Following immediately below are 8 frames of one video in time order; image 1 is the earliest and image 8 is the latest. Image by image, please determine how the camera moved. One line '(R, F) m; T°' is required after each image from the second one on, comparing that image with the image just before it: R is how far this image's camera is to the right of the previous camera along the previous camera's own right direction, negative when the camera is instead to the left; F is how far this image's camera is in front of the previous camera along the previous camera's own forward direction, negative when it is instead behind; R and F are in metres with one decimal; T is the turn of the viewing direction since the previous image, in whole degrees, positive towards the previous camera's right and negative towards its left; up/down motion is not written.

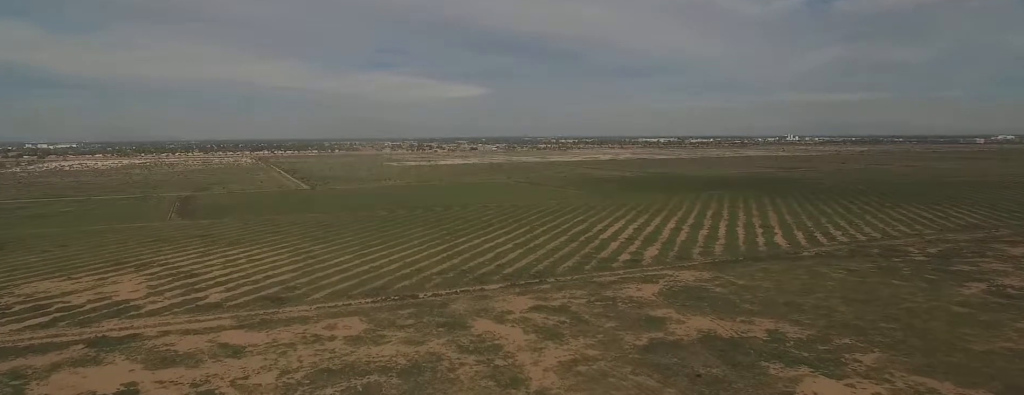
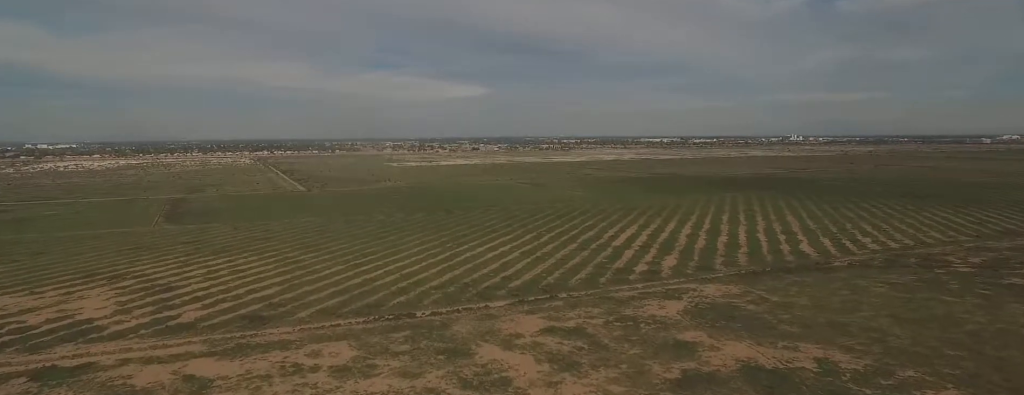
(+0.1, +20.0) m; 0°
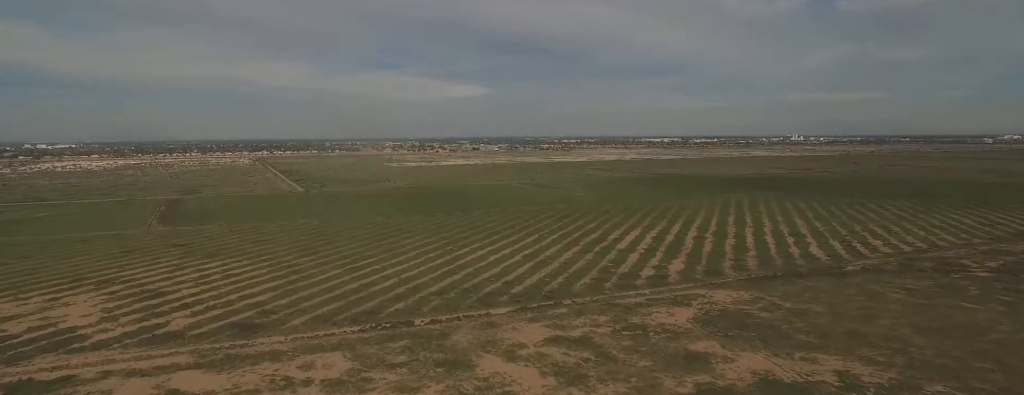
(0.0, +7.3) m; 0°
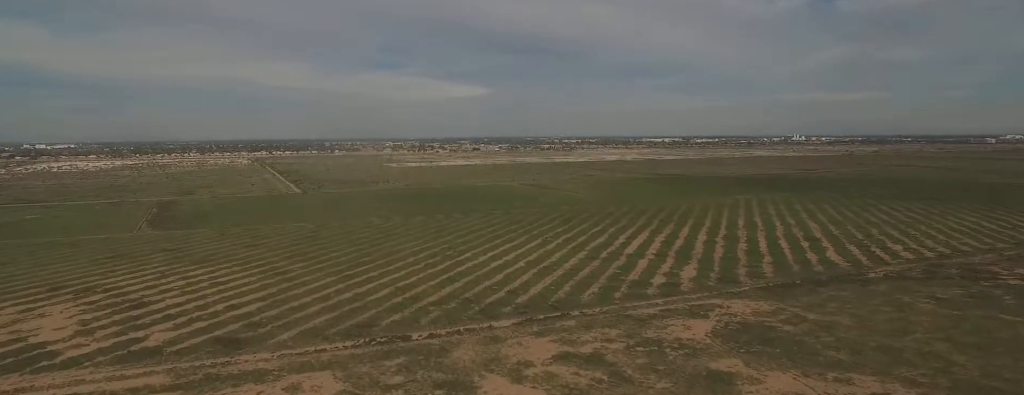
(0.0, +11.4) m; 0°
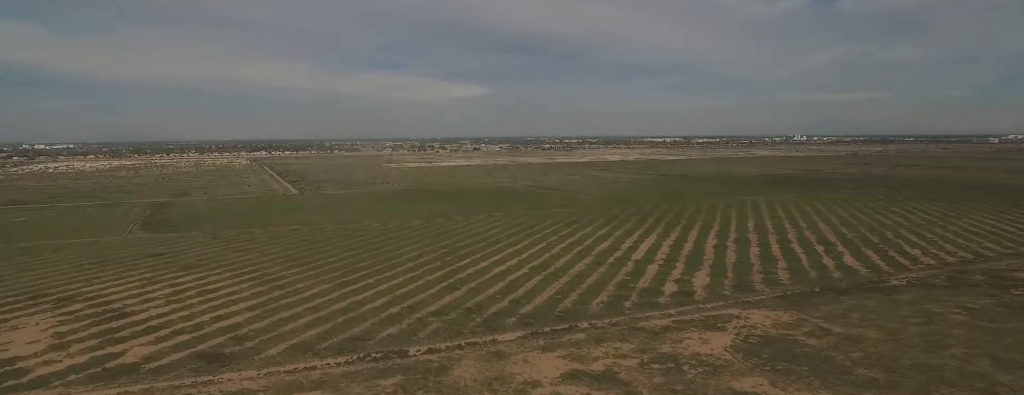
(0.0, +10.3) m; 0°
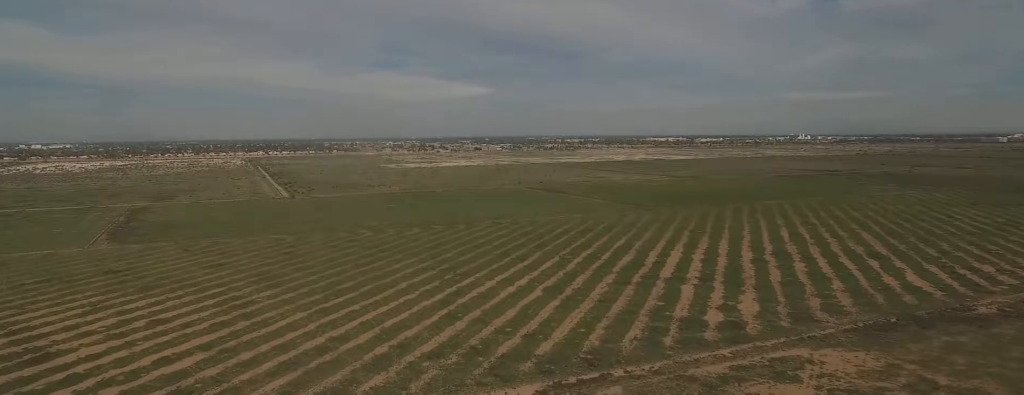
(-0.1, +32.5) m; -1°
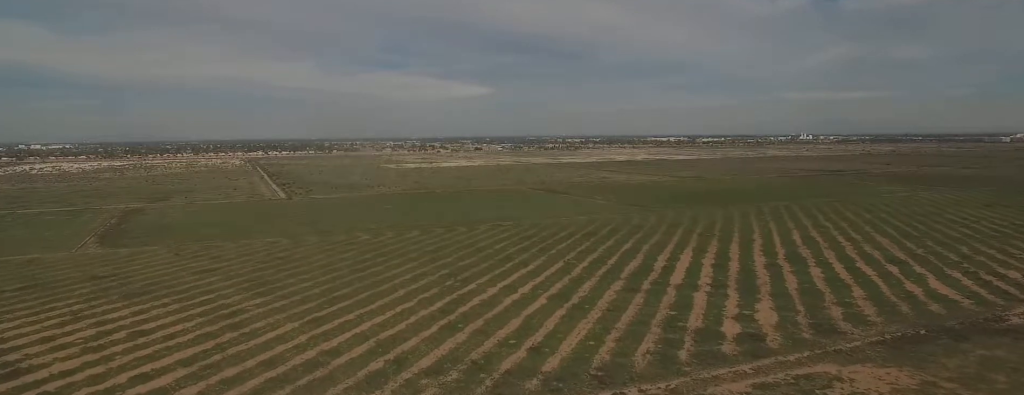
(0.0, +10.6) m; -1°
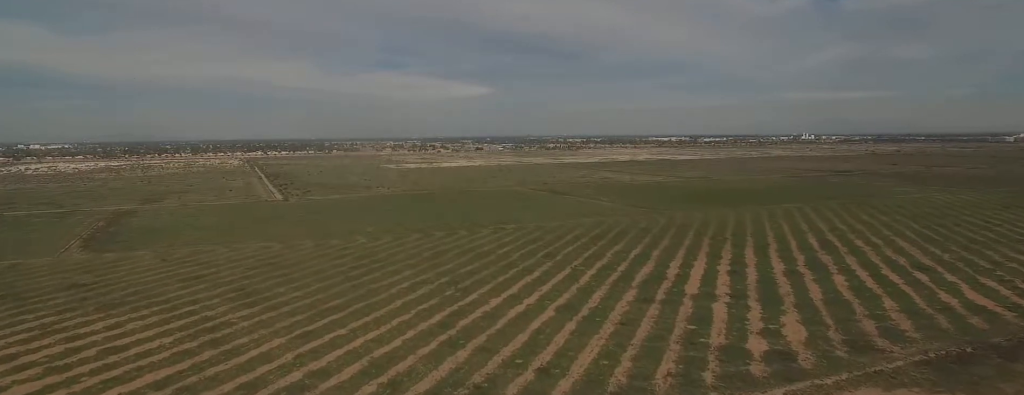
(-0.1, +15.1) m; -1°
